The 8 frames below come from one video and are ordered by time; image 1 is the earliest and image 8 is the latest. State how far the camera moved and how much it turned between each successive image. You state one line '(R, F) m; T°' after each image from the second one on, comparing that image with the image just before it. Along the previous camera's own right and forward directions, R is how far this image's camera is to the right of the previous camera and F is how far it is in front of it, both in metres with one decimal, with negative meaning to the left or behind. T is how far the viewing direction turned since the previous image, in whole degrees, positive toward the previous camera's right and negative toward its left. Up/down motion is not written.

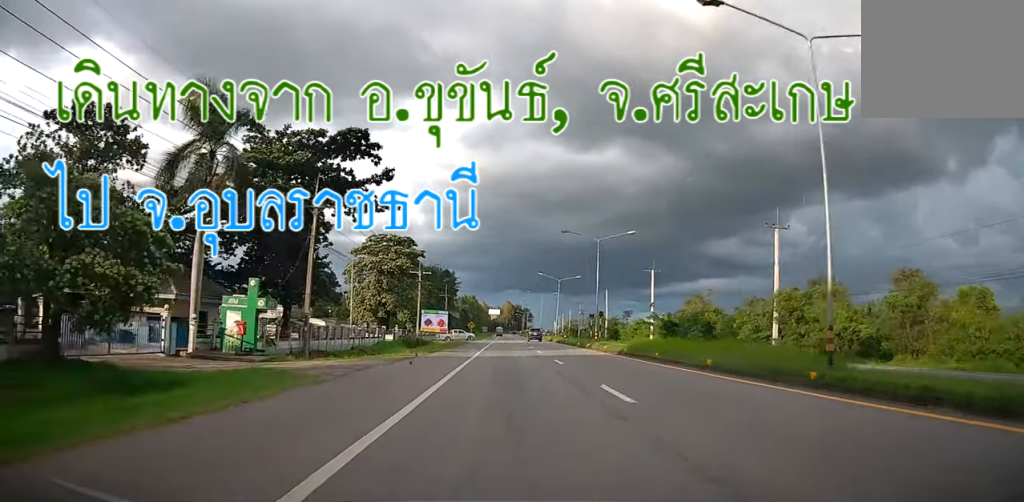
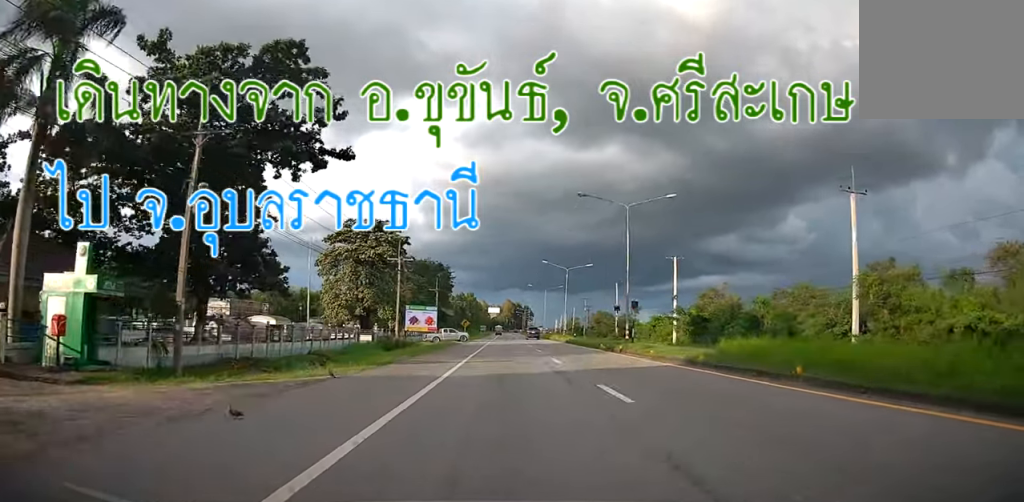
(+0.2, +12.2) m; +1°
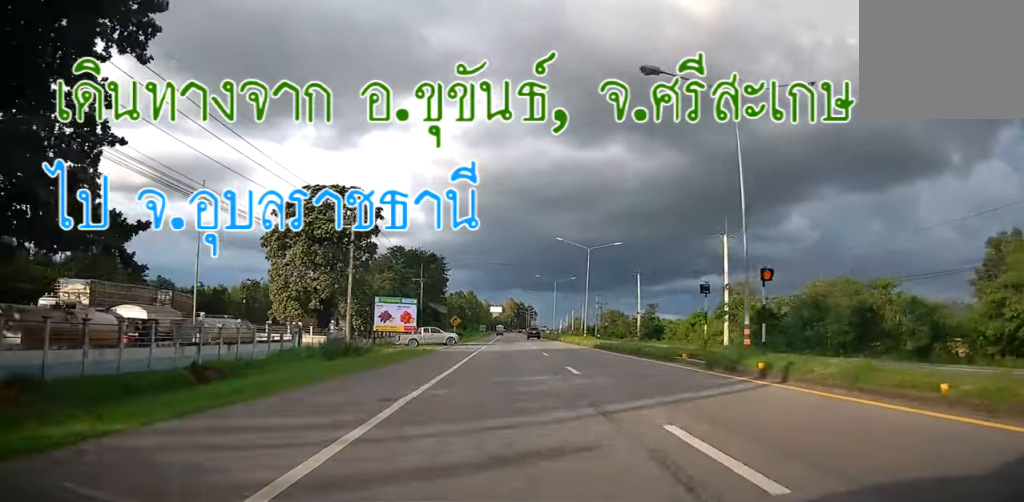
(+0.4, +17.3) m; 0°
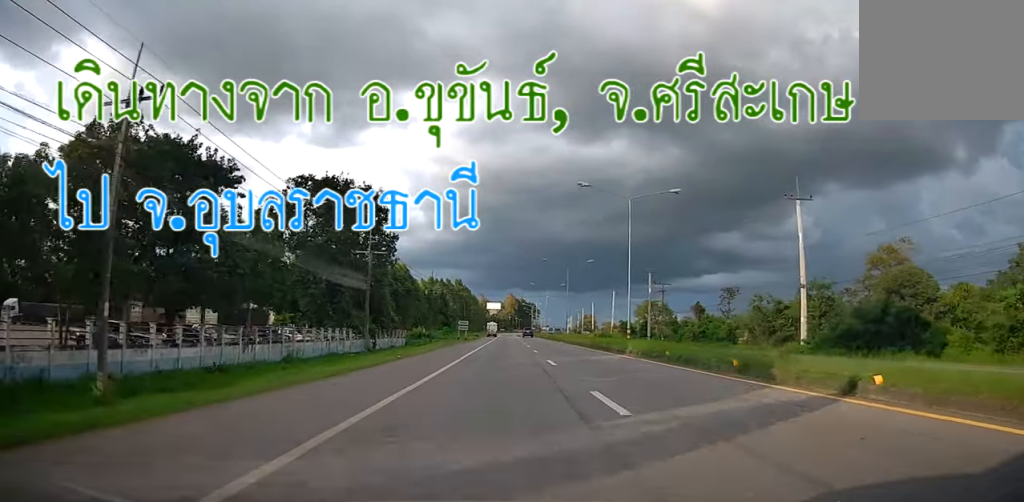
(-1.4, +56.4) m; -1°
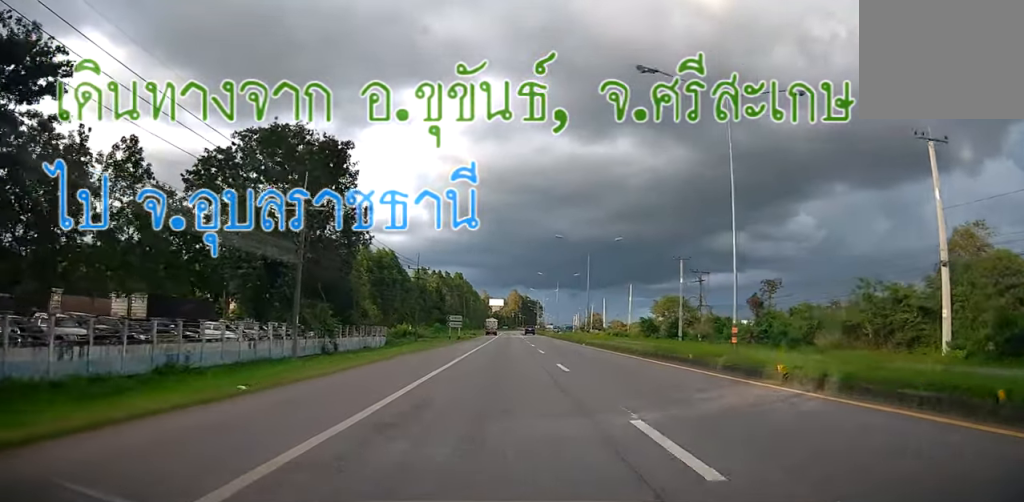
(+0.1, +15.4) m; 0°
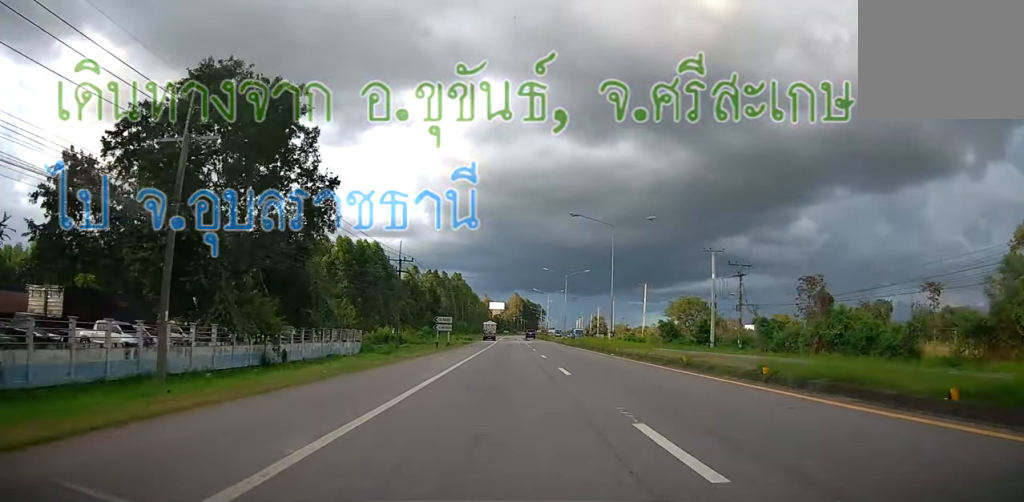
(0.0, +11.8) m; 0°
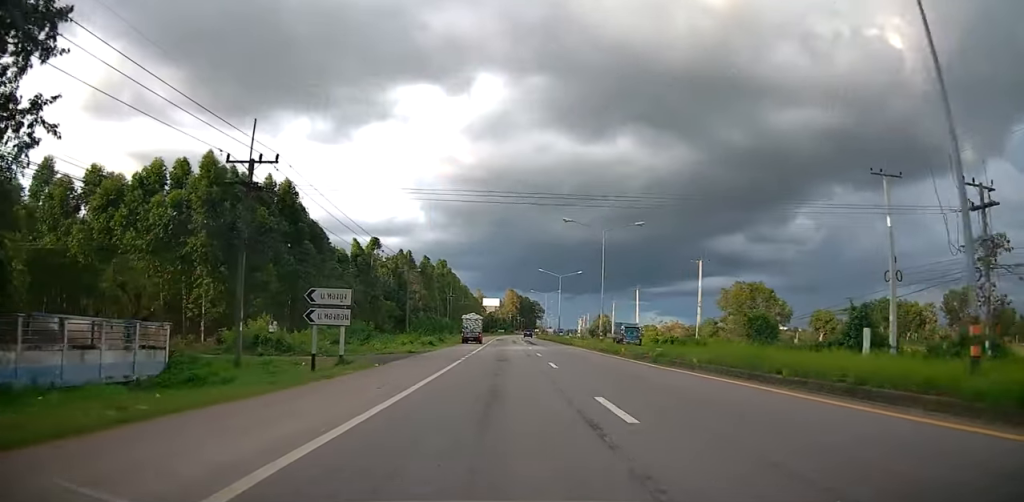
(0.0, +32.5) m; 0°
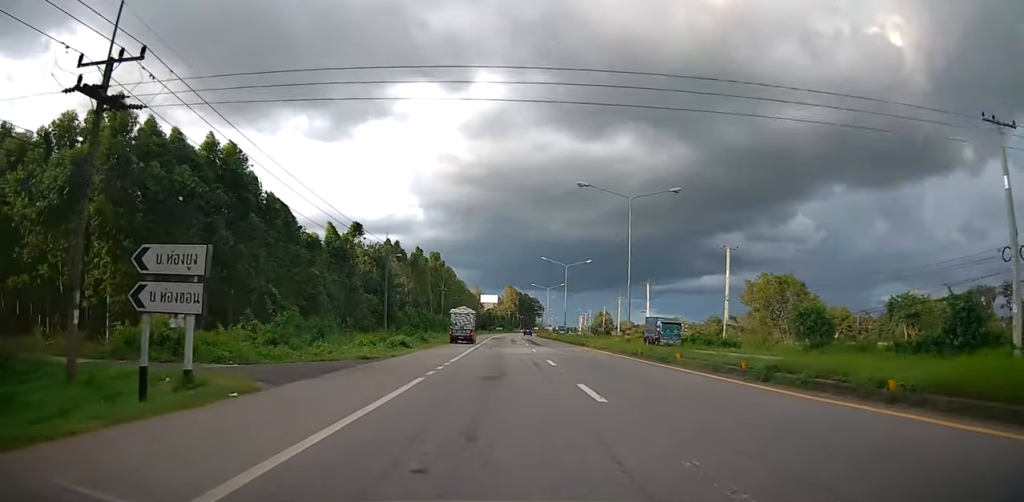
(0.0, +9.8) m; 0°
